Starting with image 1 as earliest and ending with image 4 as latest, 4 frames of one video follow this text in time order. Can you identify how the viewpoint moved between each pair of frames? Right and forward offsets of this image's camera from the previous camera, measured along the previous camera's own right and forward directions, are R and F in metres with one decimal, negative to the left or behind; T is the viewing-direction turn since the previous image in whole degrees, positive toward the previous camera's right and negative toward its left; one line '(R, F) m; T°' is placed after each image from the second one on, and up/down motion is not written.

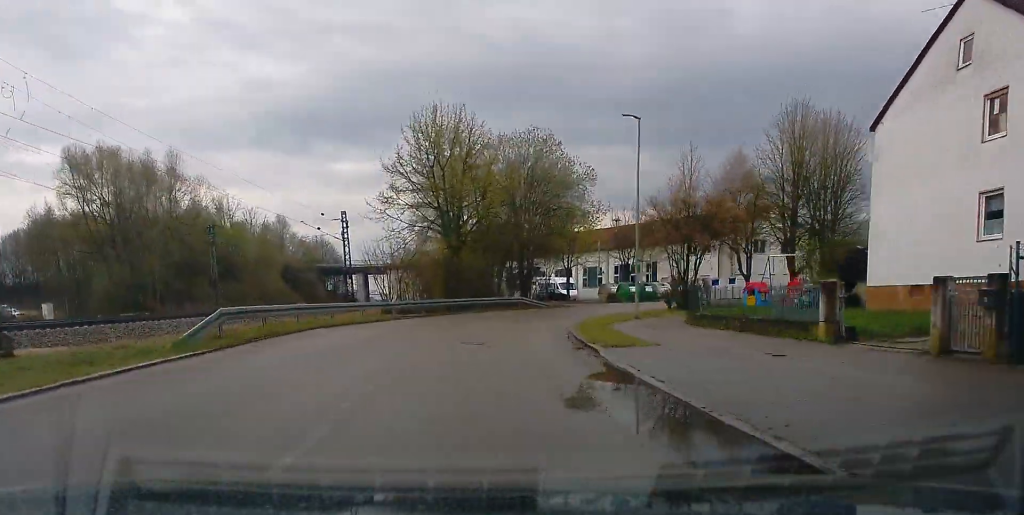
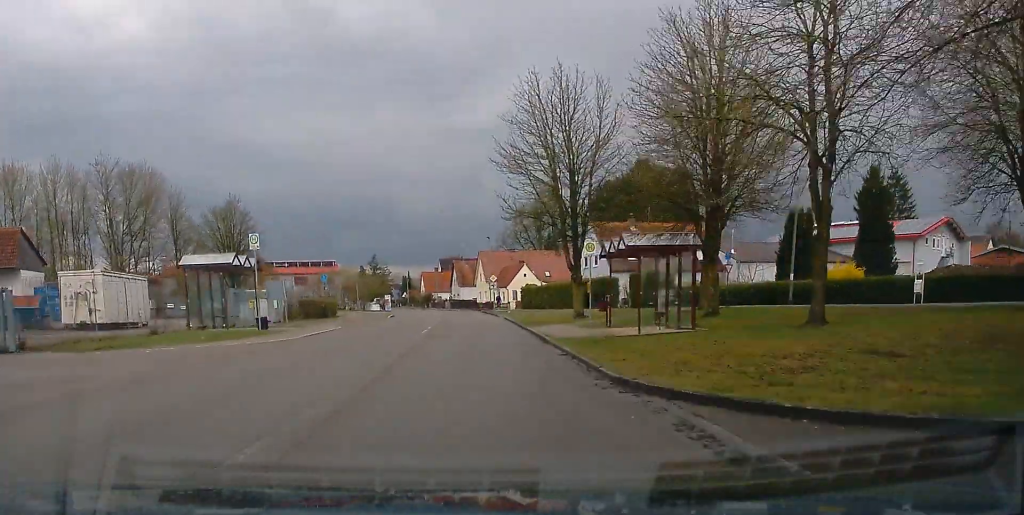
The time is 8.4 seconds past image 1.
(+42.2, +77.2) m; +55°
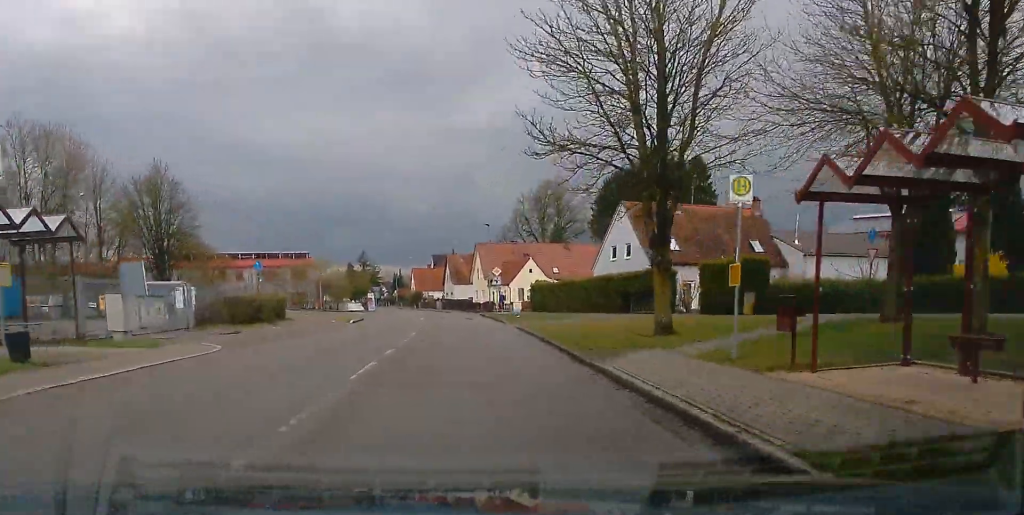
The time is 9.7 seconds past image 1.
(+0.6, +14.2) m; +2°
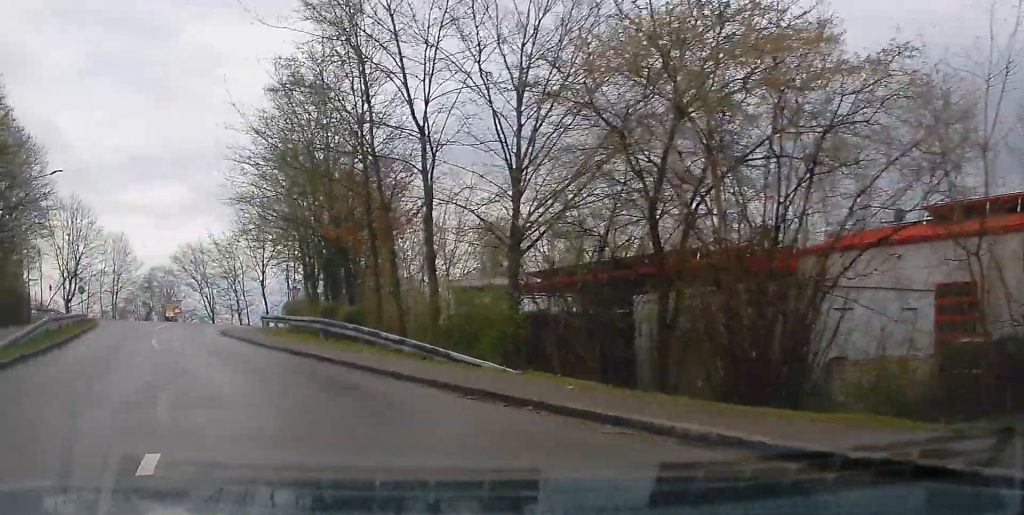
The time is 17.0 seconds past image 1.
(-20.6, +54.9) m; -80°
